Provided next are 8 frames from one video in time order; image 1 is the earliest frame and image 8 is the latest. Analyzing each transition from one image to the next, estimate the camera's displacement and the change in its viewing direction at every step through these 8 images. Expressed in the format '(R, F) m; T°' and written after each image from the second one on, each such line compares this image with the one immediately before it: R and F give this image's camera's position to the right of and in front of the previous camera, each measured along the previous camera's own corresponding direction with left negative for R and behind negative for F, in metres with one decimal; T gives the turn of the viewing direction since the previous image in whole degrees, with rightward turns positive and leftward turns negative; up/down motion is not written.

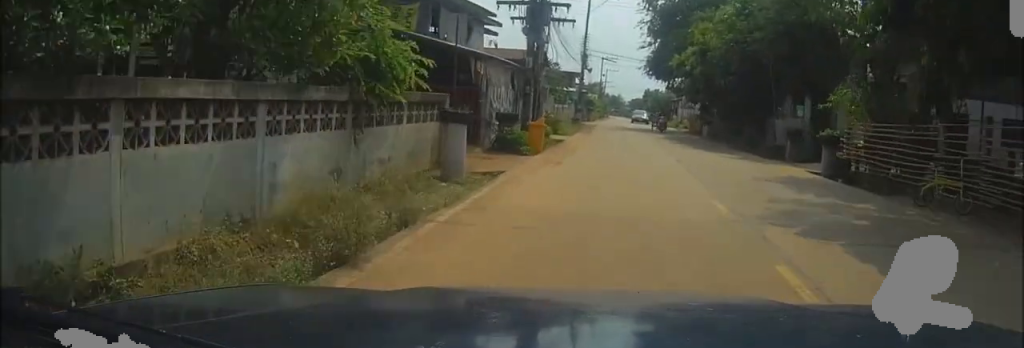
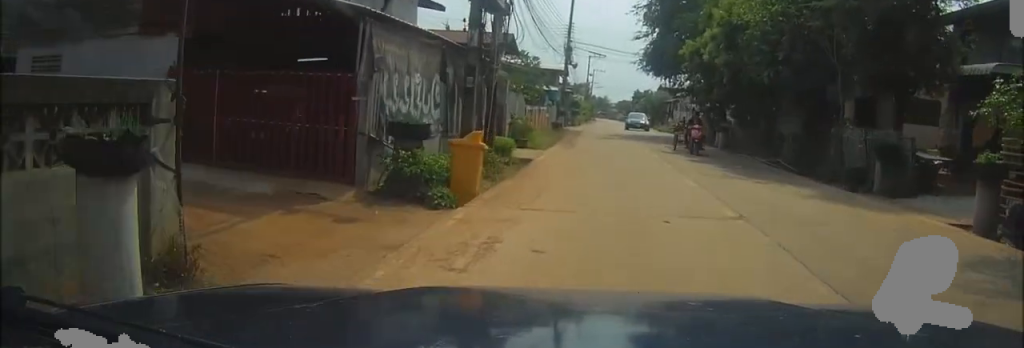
(+0.2, +8.6) m; +1°
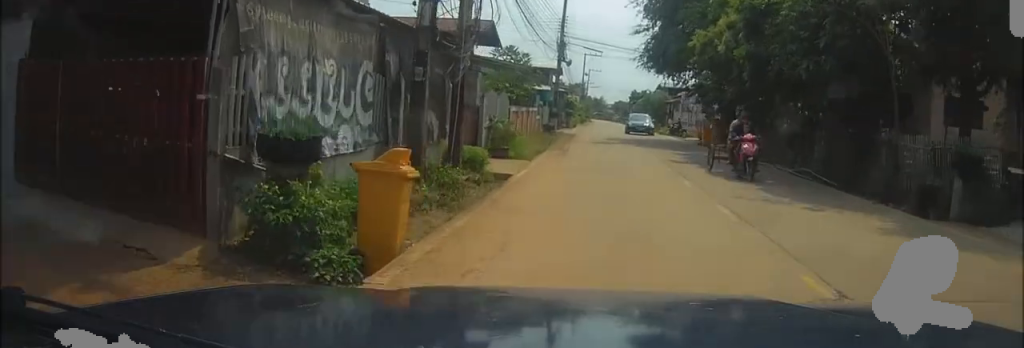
(0.0, +3.8) m; 0°
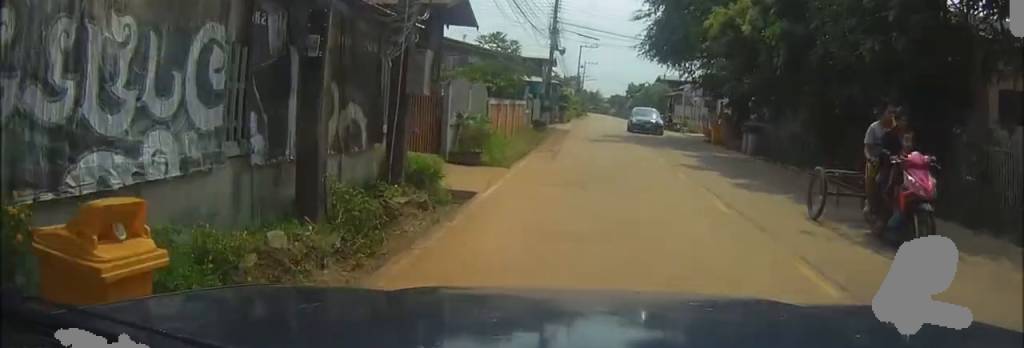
(0.0, +3.8) m; +1°
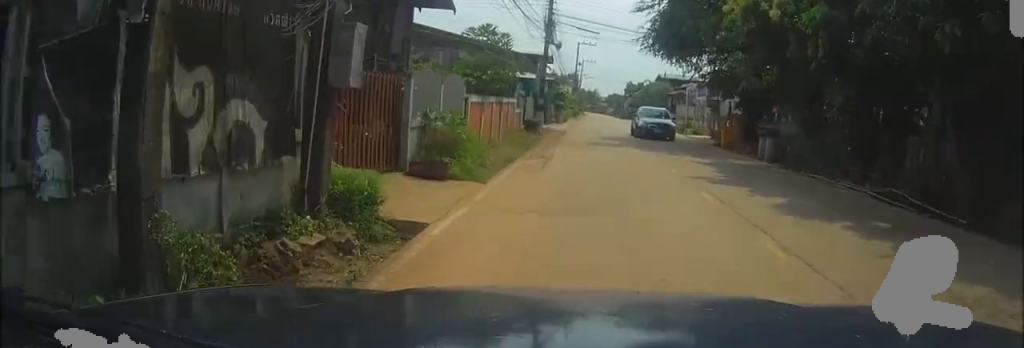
(0.0, +2.8) m; 0°
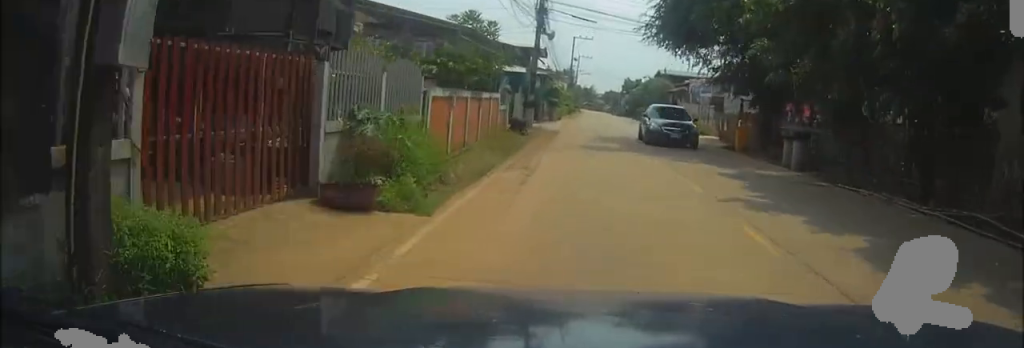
(+0.1, +3.5) m; +1°
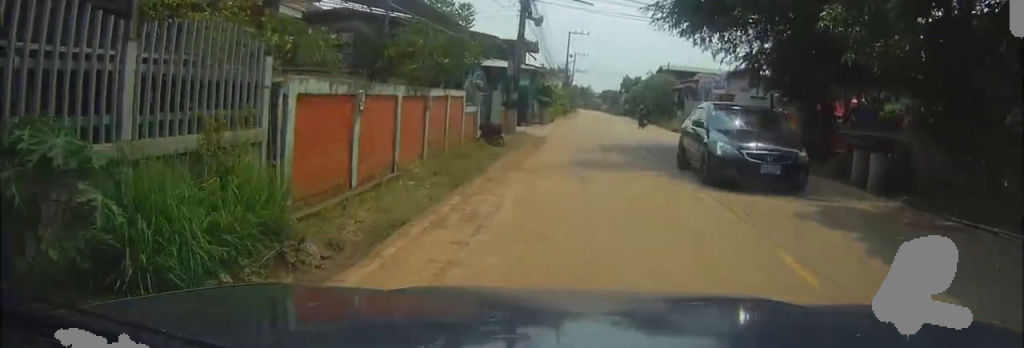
(+0.1, +5.4) m; +1°
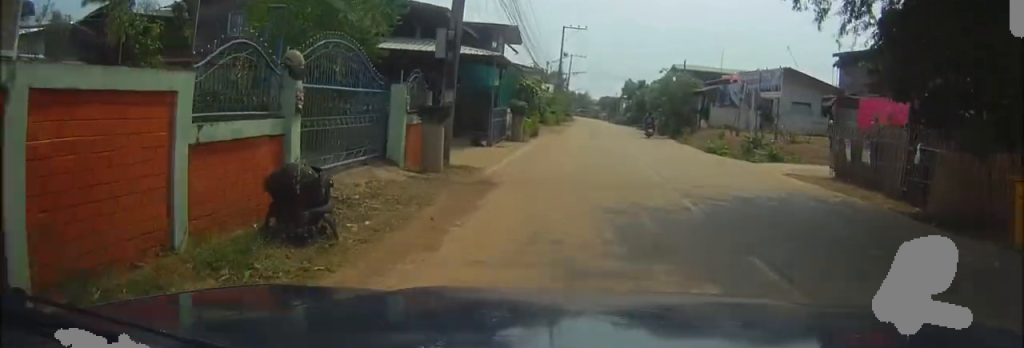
(0.0, +11.6) m; -1°
